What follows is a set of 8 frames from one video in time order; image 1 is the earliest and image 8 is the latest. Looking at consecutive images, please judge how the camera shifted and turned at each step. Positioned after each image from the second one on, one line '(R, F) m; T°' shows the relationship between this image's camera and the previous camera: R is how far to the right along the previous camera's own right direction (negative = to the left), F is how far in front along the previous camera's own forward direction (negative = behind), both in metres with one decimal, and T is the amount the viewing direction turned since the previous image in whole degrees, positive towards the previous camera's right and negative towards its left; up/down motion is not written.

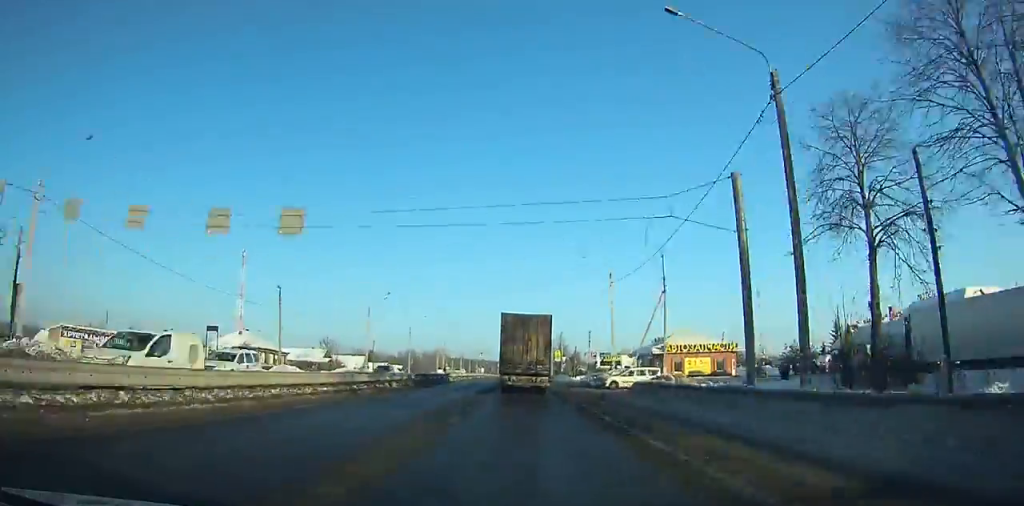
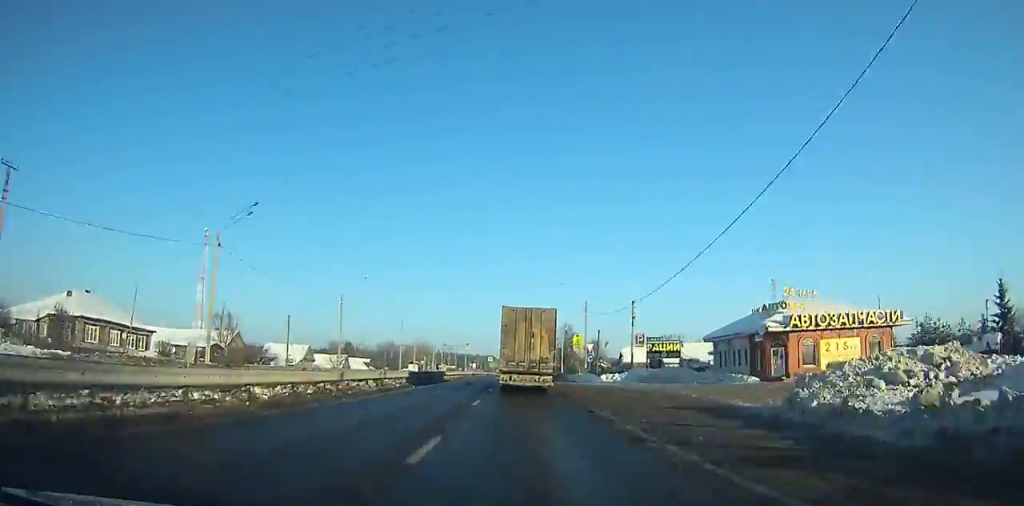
(+0.2, +42.3) m; 0°
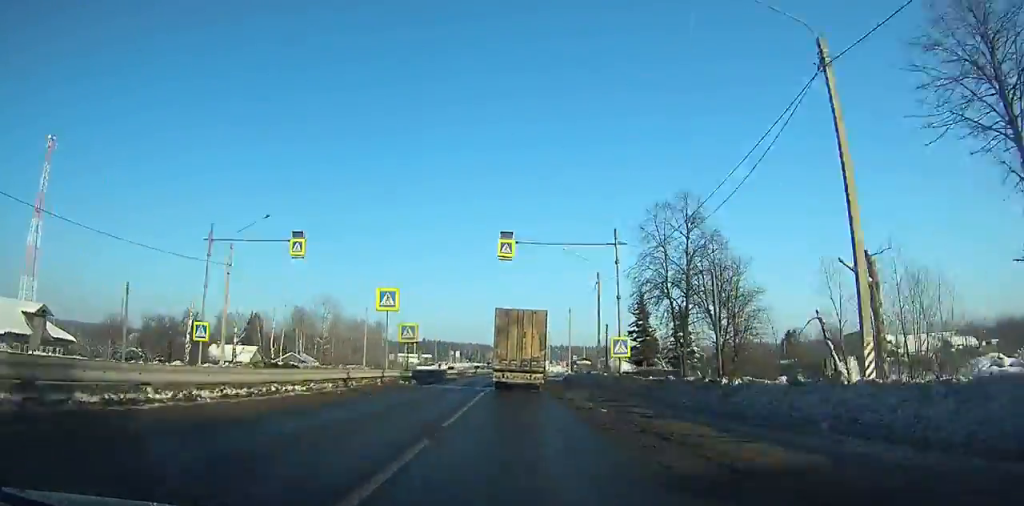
(+0.5, +130.5) m; 0°
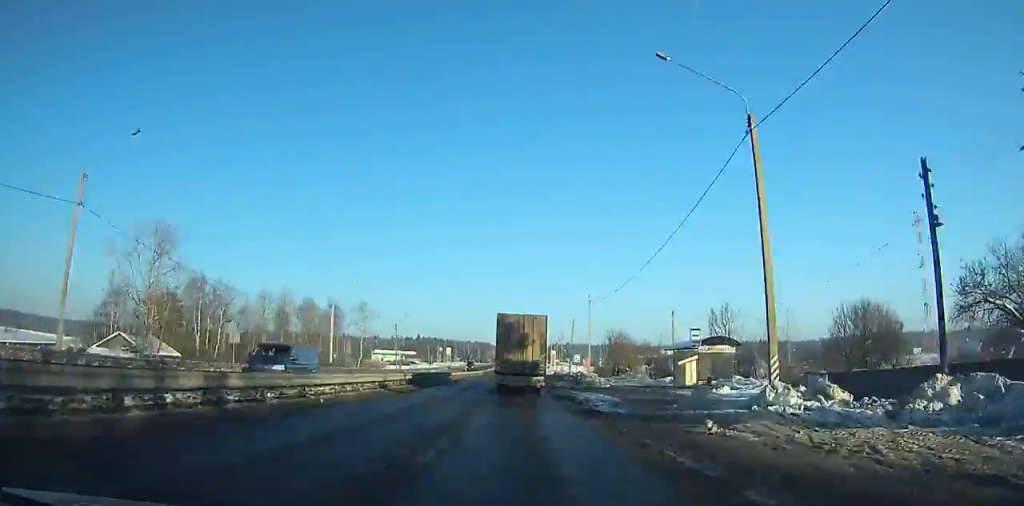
(-0.1, +61.3) m; 0°
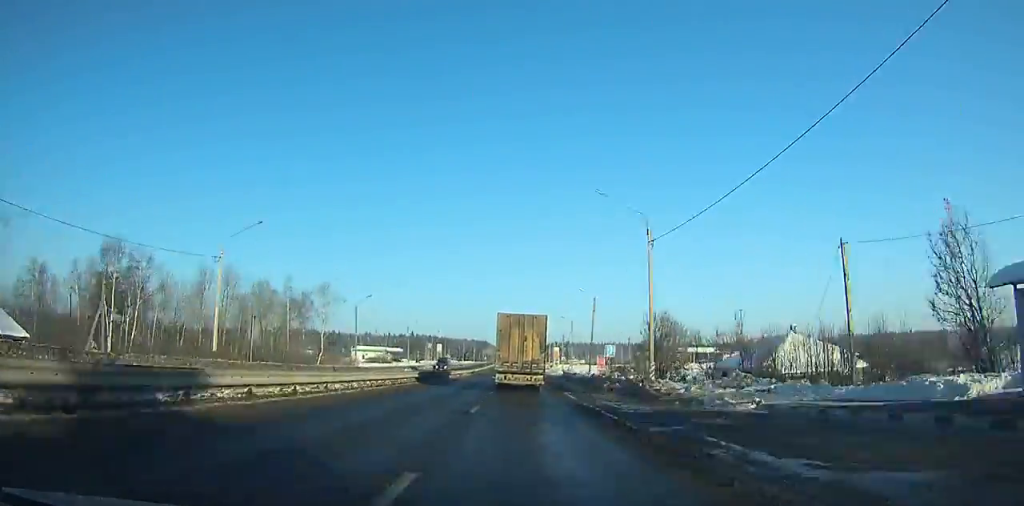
(+0.1, +27.1) m; 0°
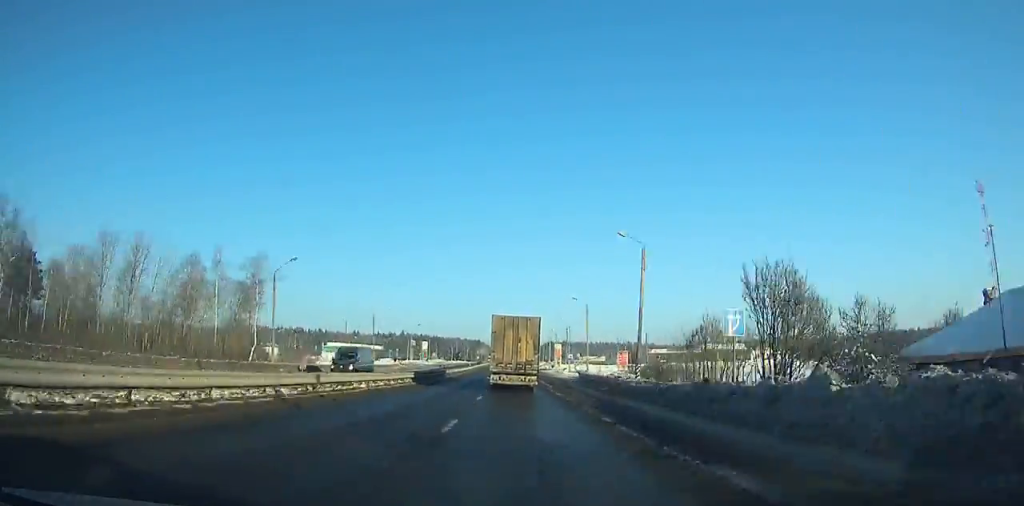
(+0.1, +29.4) m; 0°
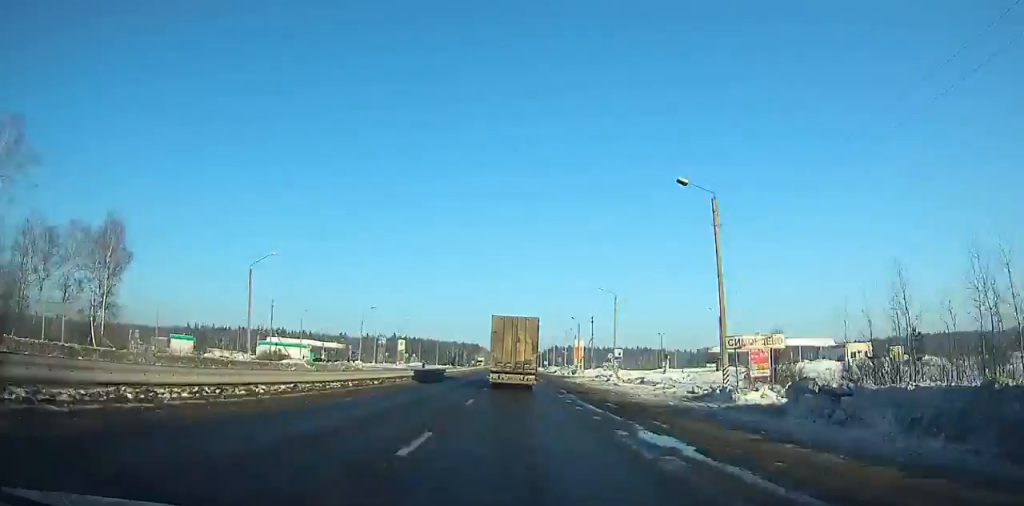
(0.0, +51.0) m; 0°
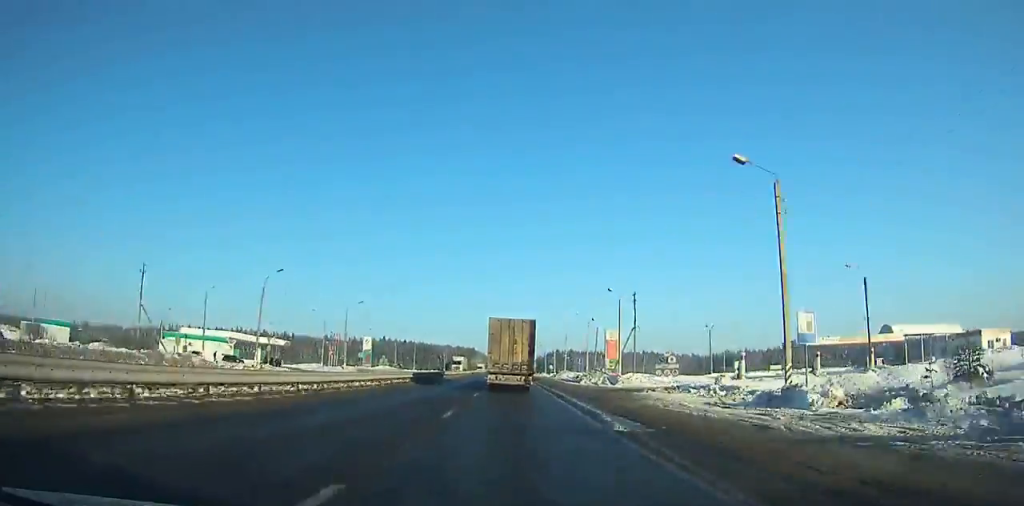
(0.0, +40.7) m; 0°
